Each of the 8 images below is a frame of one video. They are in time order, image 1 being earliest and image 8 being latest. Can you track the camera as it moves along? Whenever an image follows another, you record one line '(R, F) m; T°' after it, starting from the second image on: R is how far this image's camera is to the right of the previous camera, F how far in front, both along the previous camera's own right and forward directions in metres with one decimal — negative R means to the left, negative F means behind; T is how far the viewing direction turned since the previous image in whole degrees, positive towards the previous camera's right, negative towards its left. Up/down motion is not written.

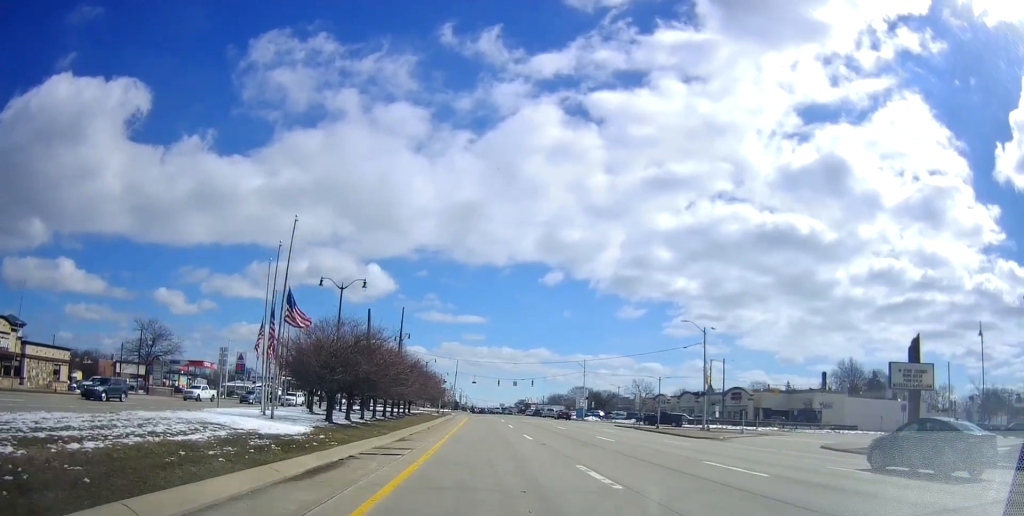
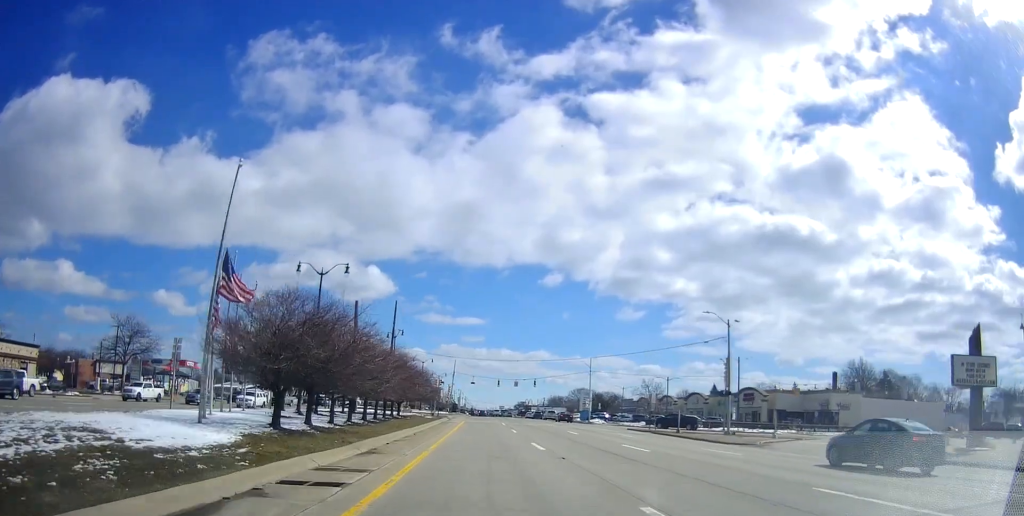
(0.0, +6.1) m; +2°
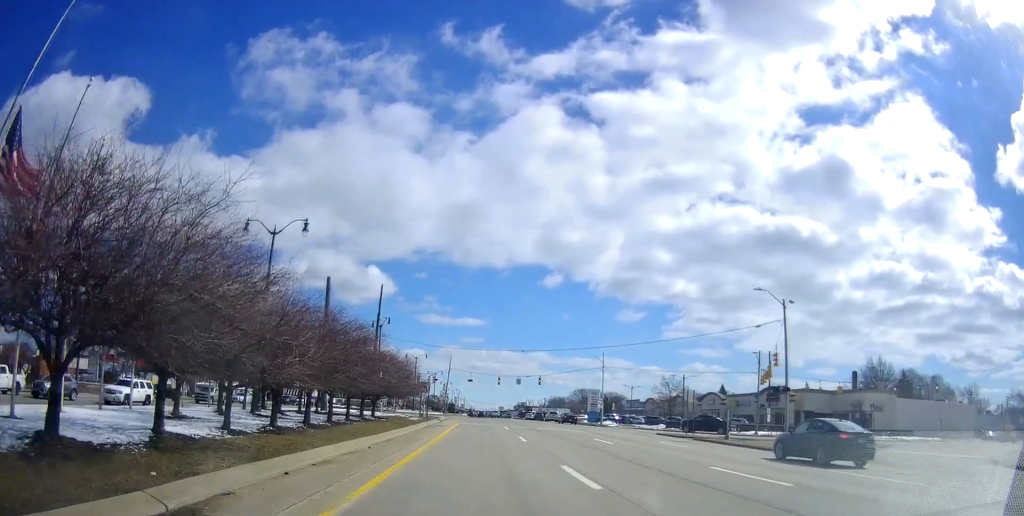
(+0.4, +10.5) m; -2°
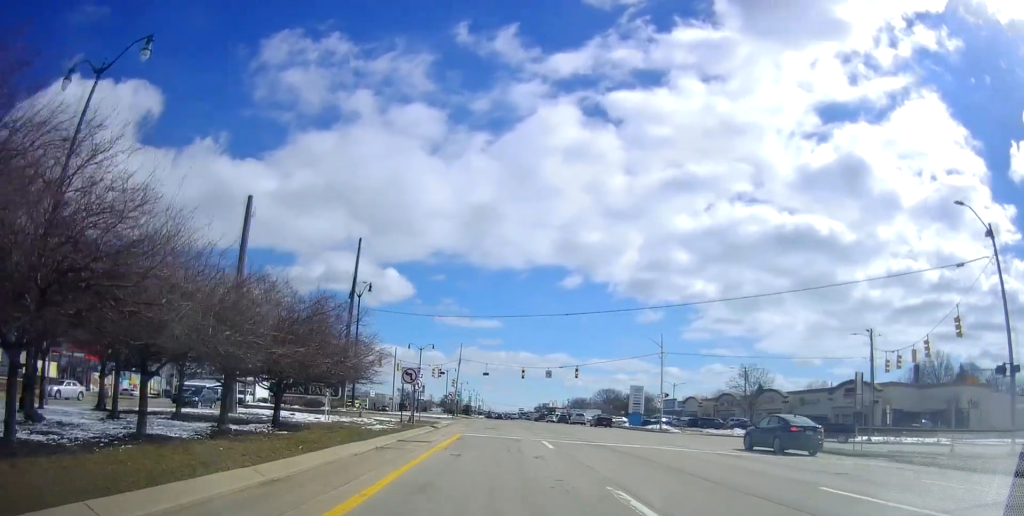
(-1.1, +20.0) m; -3°
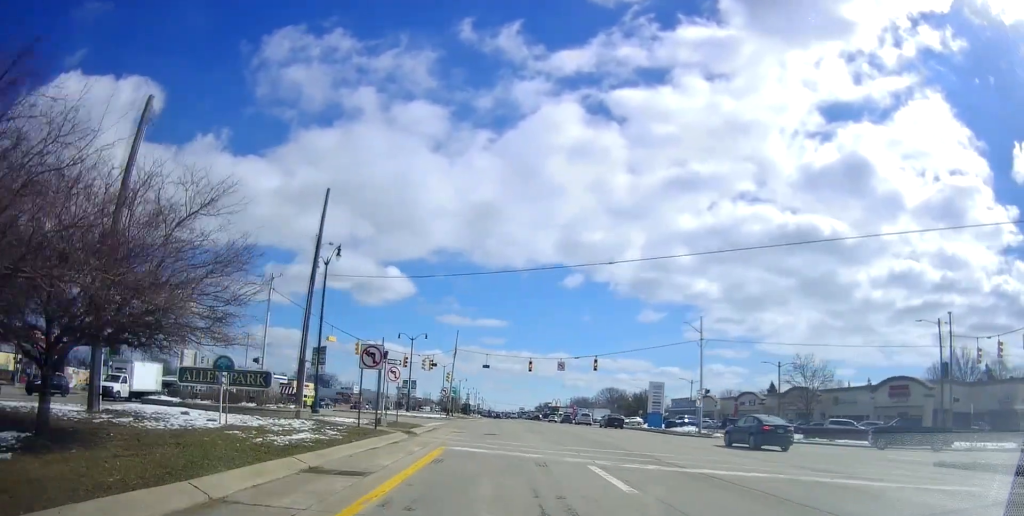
(+0.3, +11.3) m; +2°
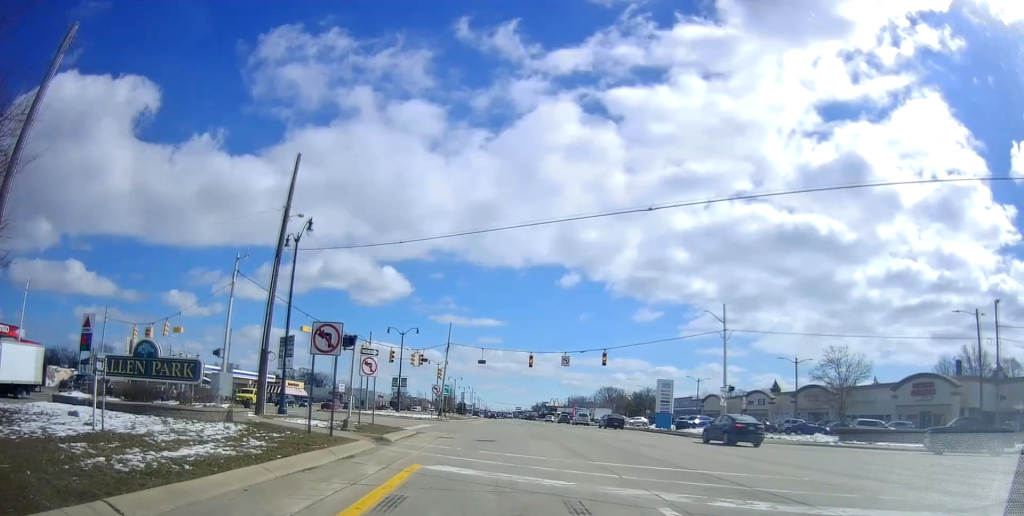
(+0.1, +5.4) m; +1°
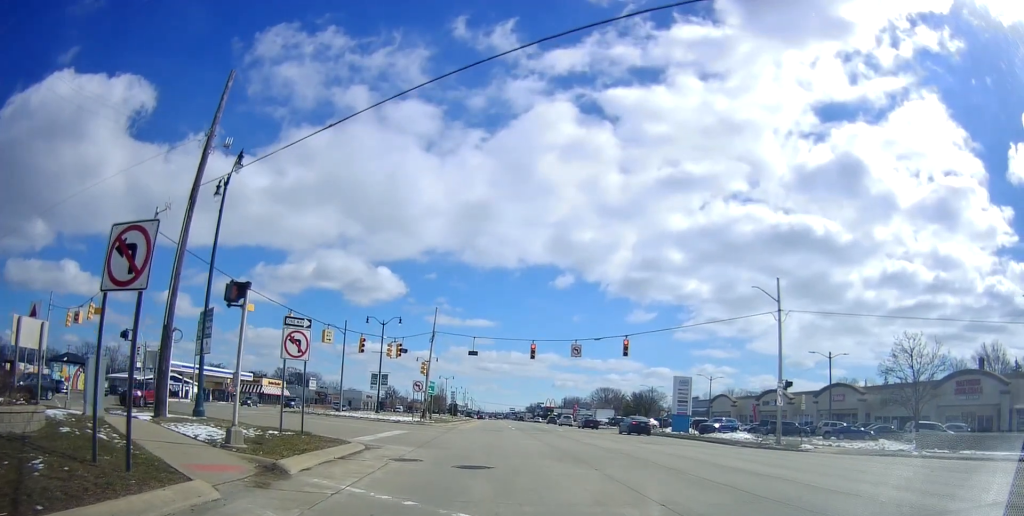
(-0.2, +9.5) m; -3°
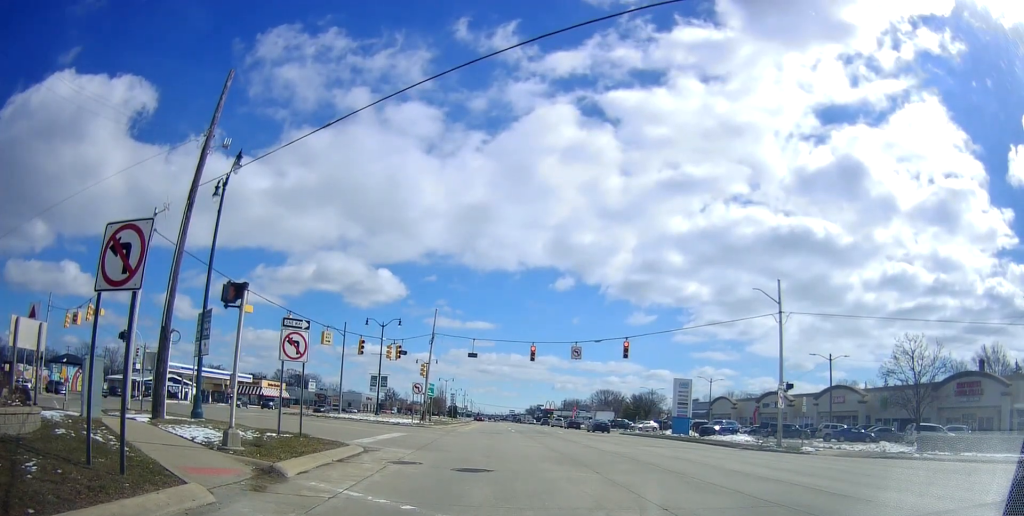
(-0.3, +0.8) m; 0°
